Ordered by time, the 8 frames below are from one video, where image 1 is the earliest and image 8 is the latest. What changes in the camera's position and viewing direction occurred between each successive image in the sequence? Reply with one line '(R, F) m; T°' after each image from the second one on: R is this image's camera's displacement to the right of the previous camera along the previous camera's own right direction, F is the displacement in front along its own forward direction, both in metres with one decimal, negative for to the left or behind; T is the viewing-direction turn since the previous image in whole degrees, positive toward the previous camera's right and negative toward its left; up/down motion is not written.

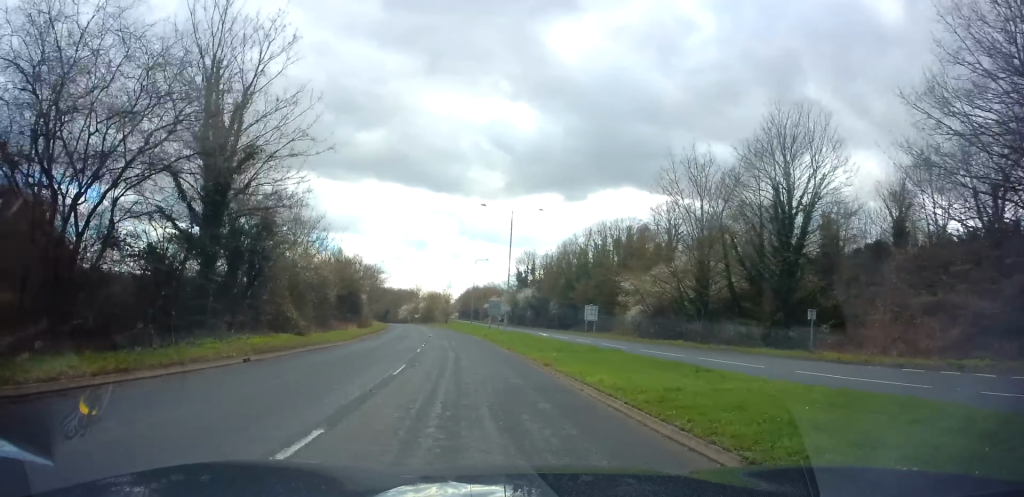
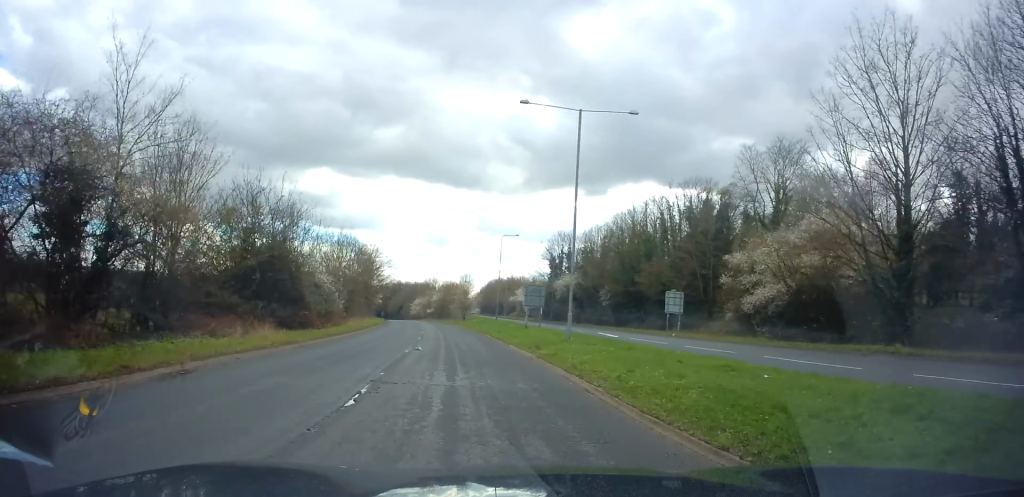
(-0.2, +21.6) m; -2°
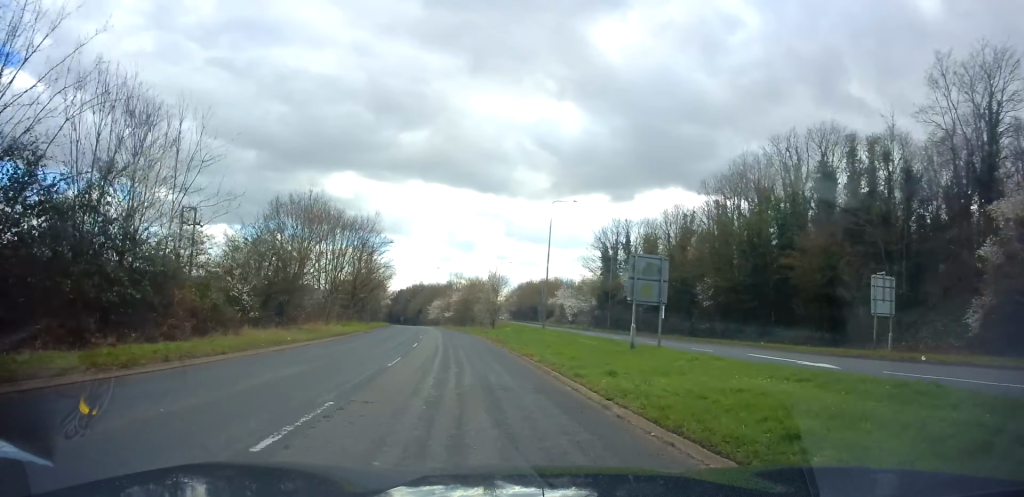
(-0.5, +22.8) m; -3°
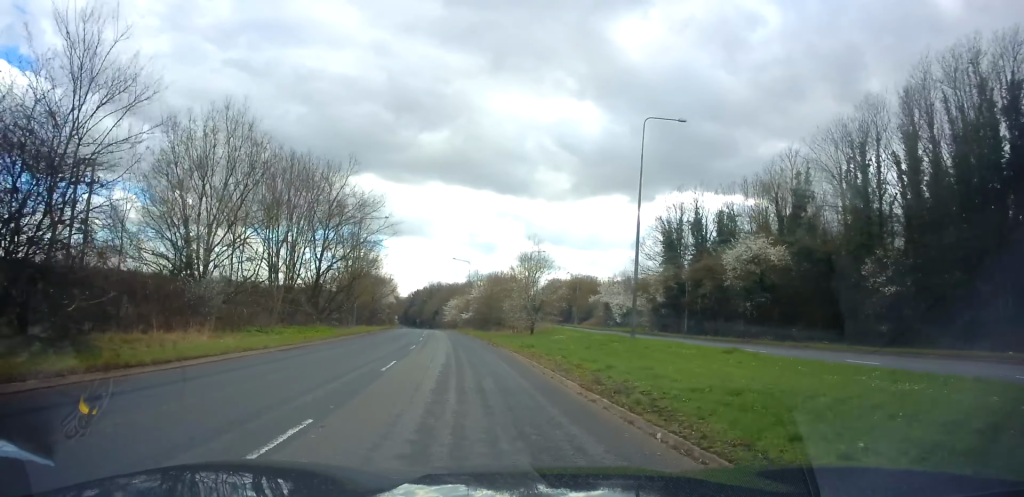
(-0.4, +20.1) m; -3°
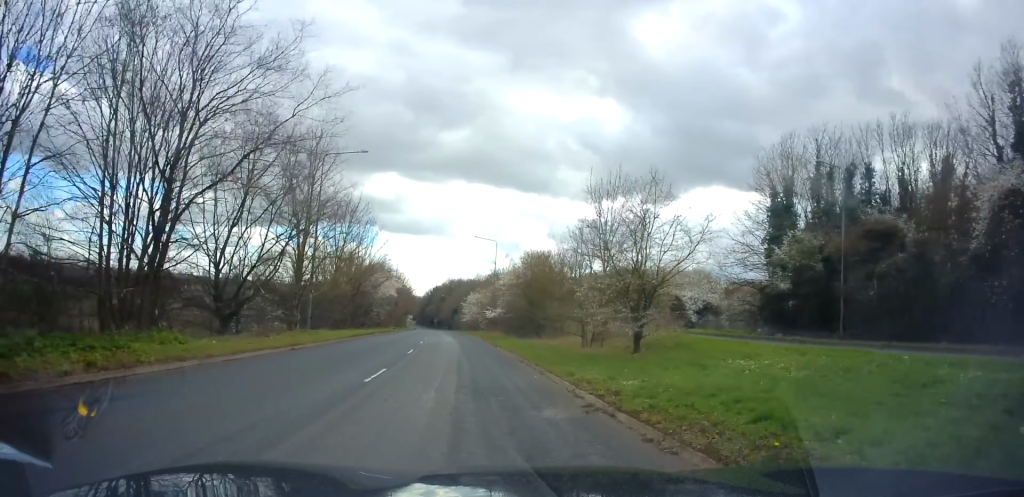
(-0.7, +22.2) m; -3°
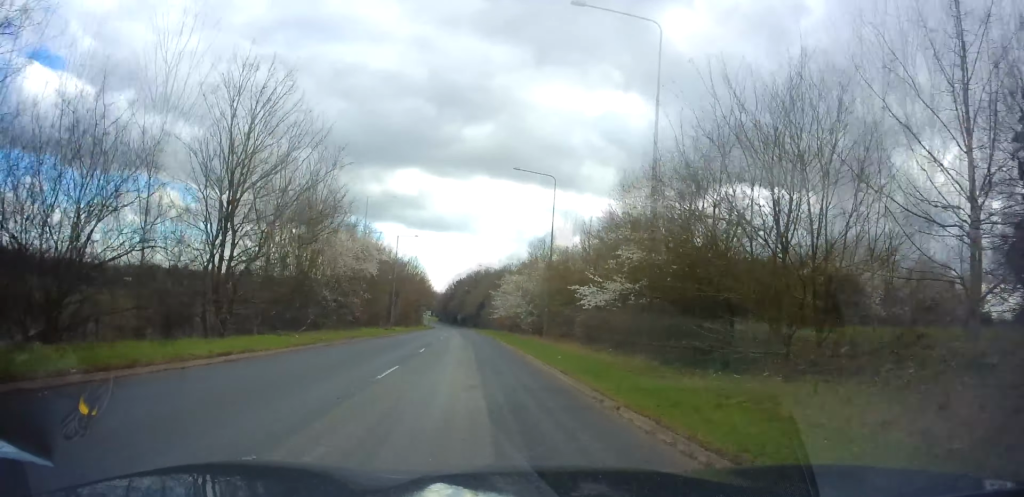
(-1.0, +30.7) m; -2°
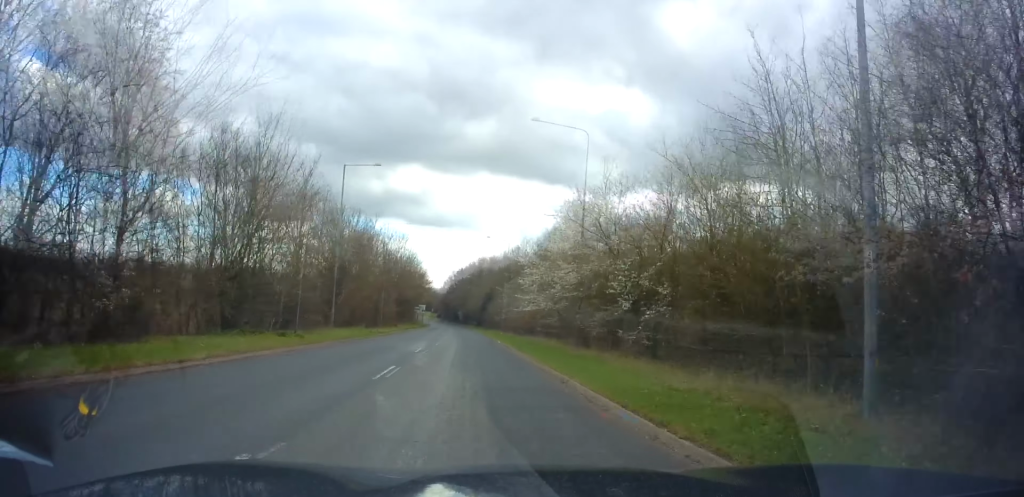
(-0.2, +10.4) m; 0°
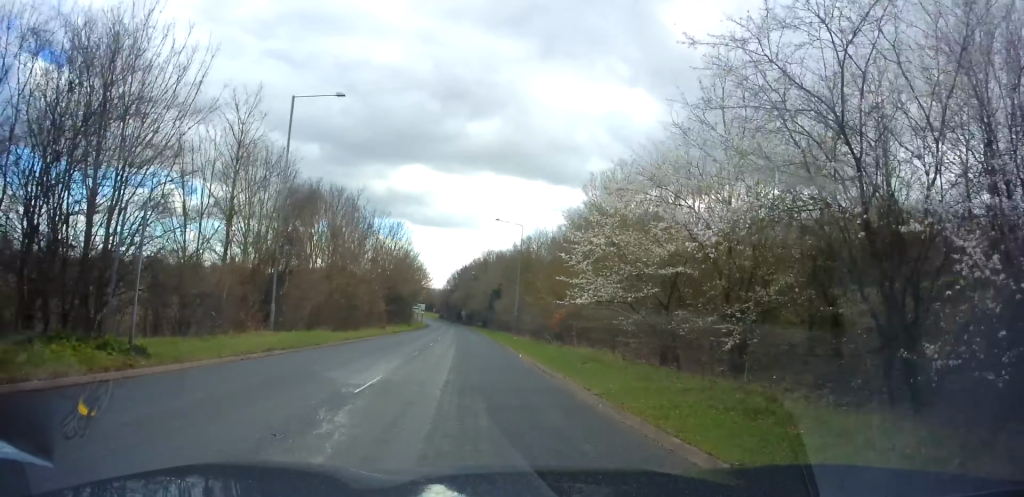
(+0.4, +13.2) m; 0°
